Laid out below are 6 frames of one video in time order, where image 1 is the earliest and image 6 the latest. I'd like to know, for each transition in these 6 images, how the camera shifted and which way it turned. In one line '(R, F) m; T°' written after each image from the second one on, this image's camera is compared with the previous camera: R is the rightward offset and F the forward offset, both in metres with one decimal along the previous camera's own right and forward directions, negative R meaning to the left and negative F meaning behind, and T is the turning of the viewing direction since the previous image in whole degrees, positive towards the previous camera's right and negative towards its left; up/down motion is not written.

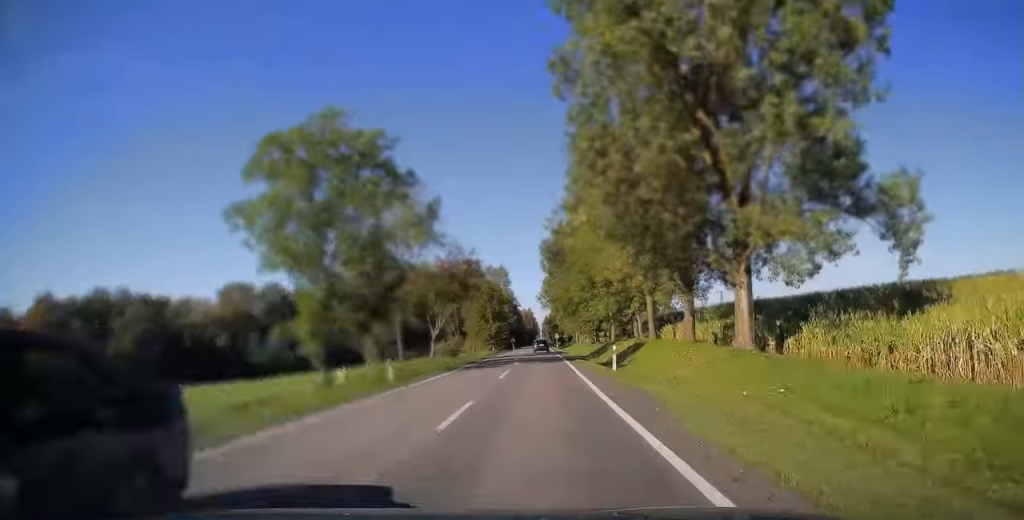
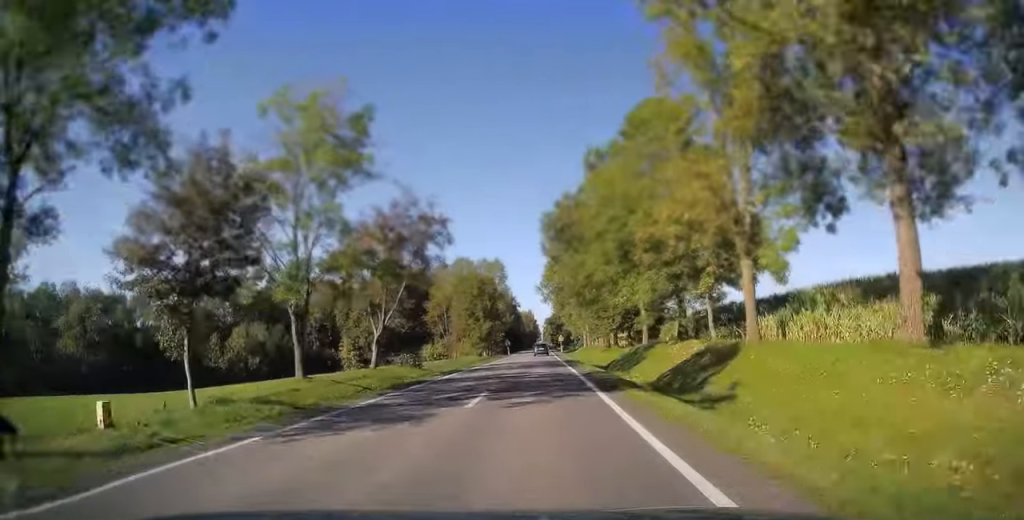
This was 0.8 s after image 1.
(0.0, +21.2) m; 0°
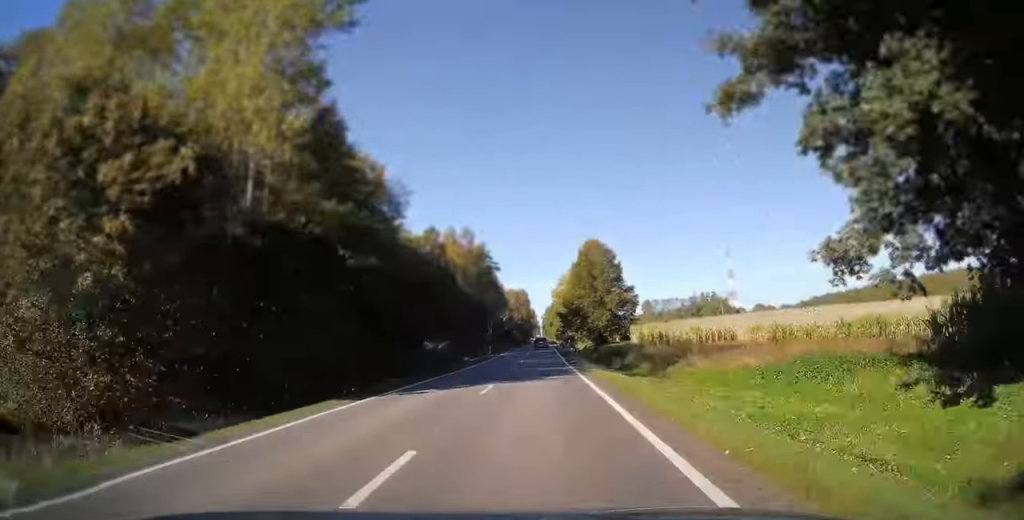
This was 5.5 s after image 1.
(0.0, +127.6) m; 0°
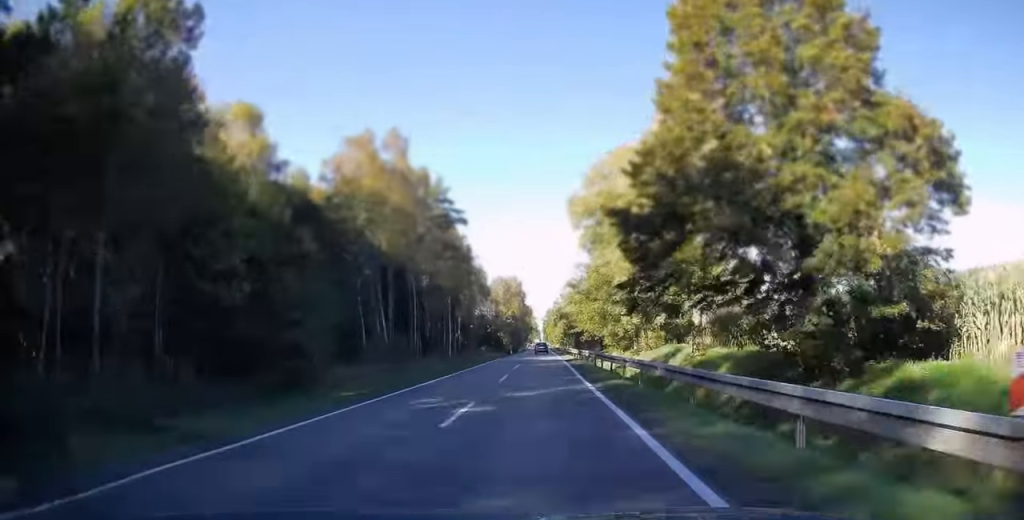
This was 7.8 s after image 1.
(-0.3, +65.4) m; 0°
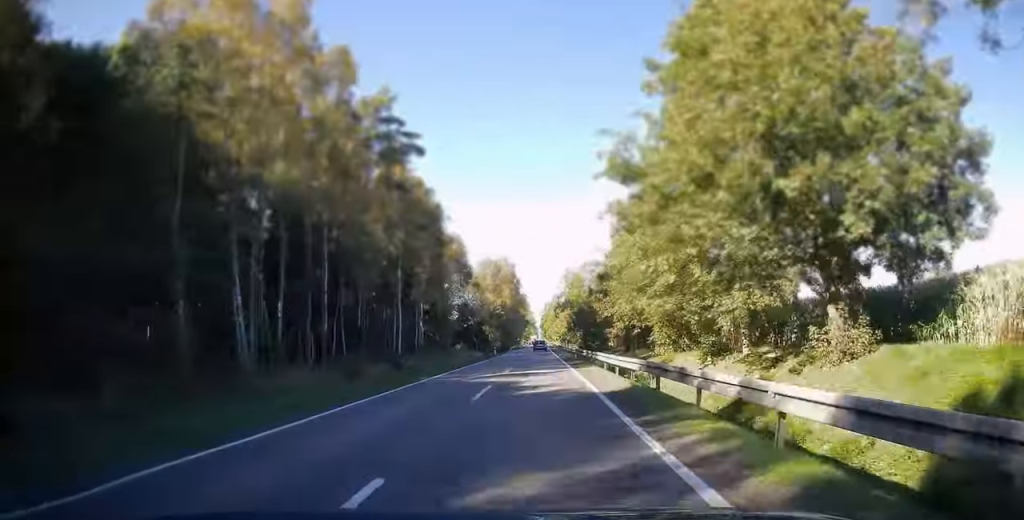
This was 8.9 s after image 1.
(+0.2, +31.8) m; 0°
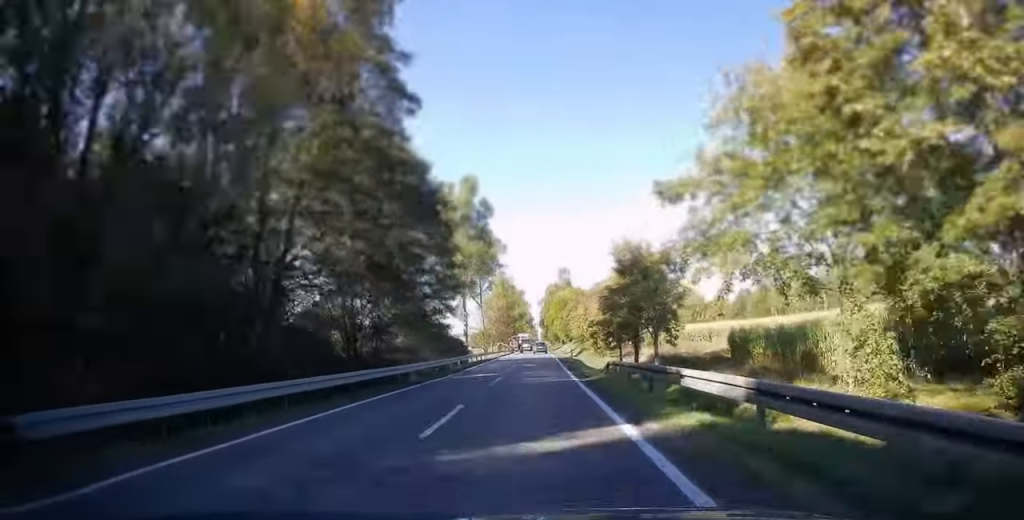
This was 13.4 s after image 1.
(-0.4, +124.9) m; 0°
